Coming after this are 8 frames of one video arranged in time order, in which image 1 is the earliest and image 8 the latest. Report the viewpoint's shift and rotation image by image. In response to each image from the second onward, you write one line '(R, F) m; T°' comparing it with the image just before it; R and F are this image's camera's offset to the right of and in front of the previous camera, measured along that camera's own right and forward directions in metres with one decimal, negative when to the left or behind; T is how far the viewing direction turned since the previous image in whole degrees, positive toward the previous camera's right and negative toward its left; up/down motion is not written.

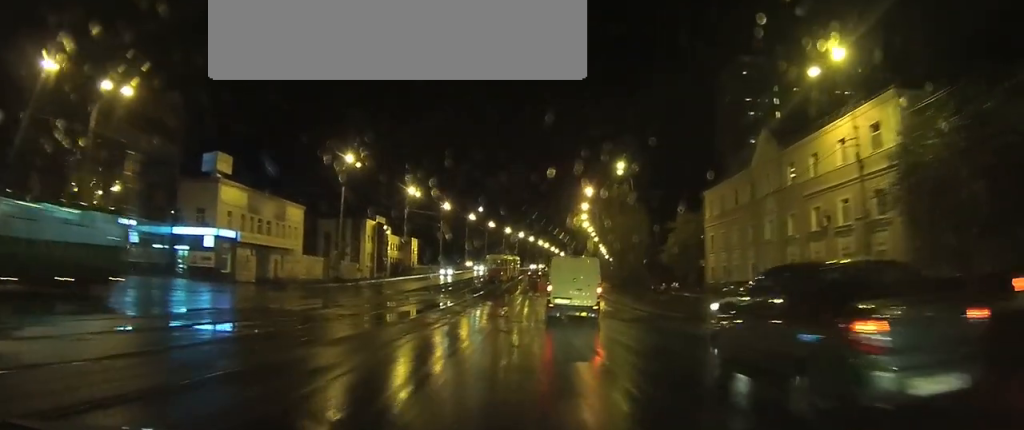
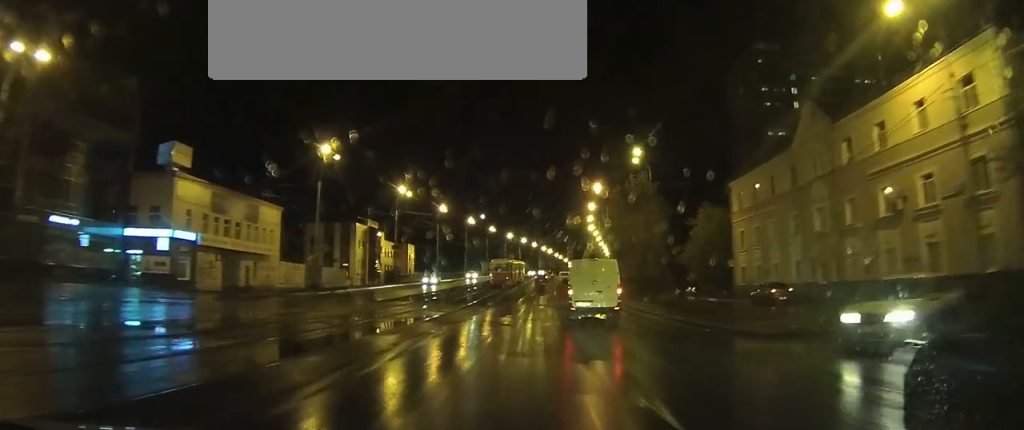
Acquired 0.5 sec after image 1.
(0.0, +9.5) m; 0°
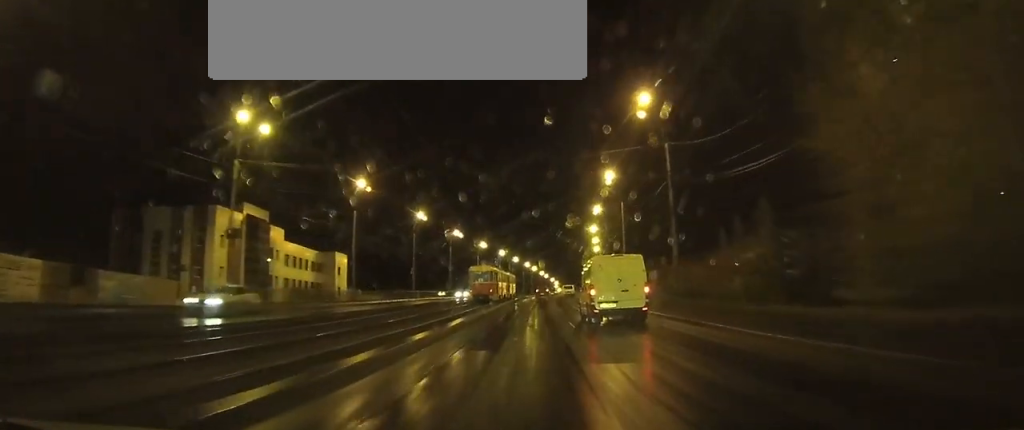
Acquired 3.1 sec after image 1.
(+0.3, +45.5) m; +1°
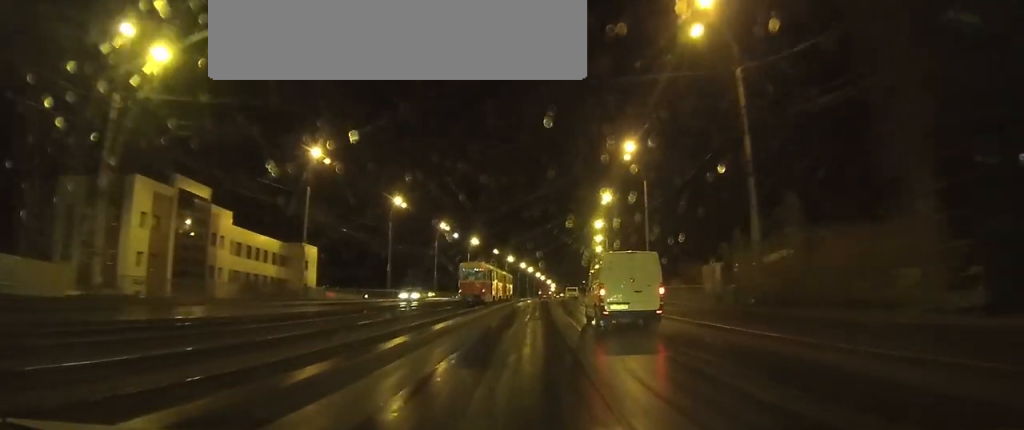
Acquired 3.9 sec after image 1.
(0.0, +13.9) m; +1°
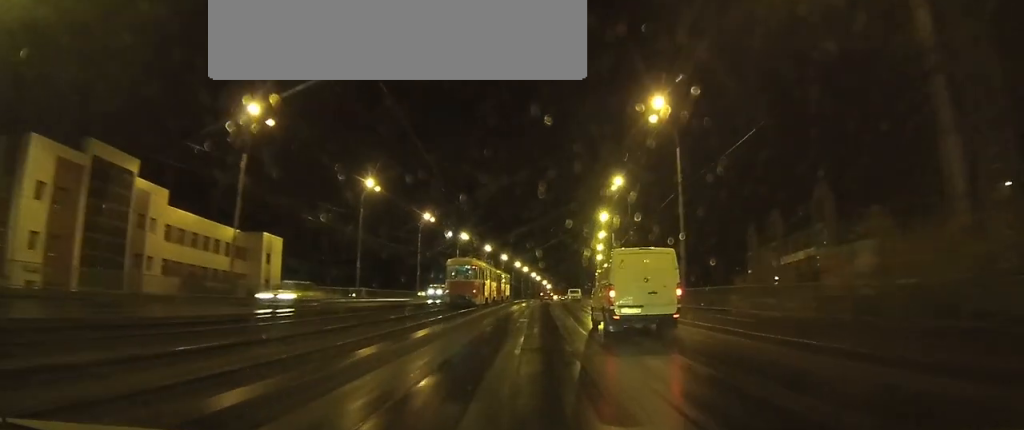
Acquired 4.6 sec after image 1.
(+0.1, +12.1) m; +1°
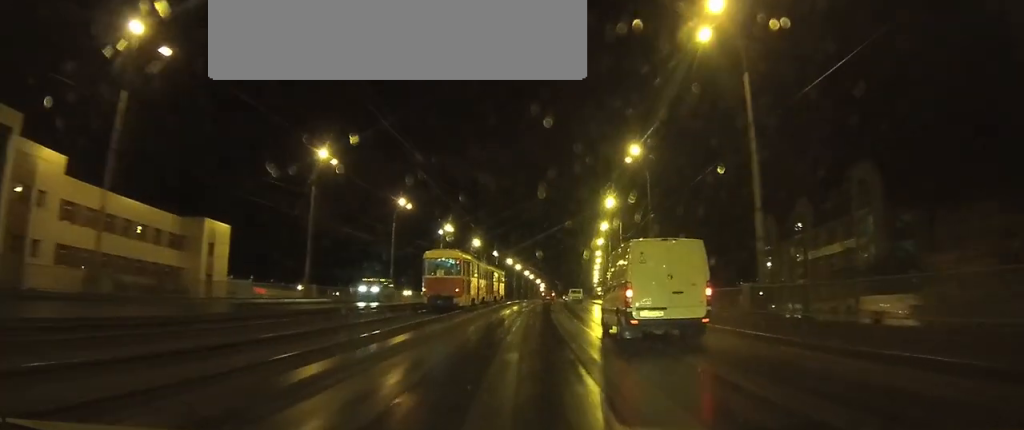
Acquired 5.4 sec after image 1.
(+0.1, +13.3) m; +1°
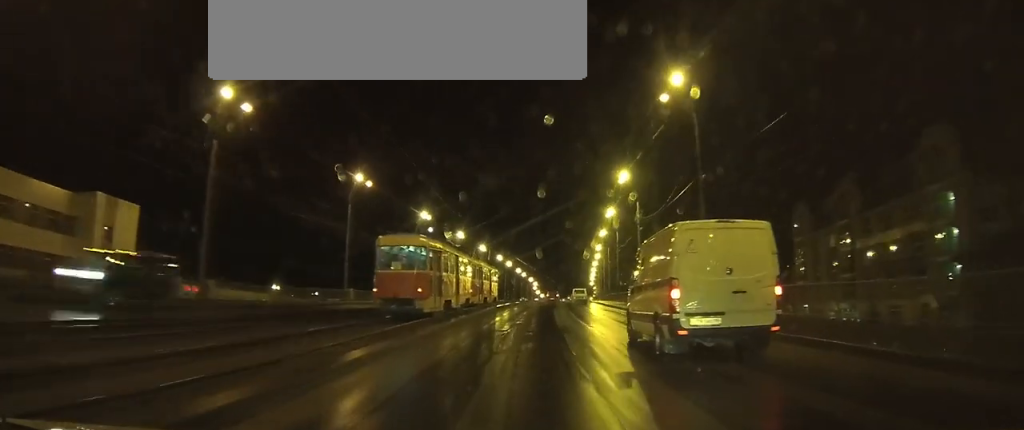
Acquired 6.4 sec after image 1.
(0.0, +16.7) m; 0°
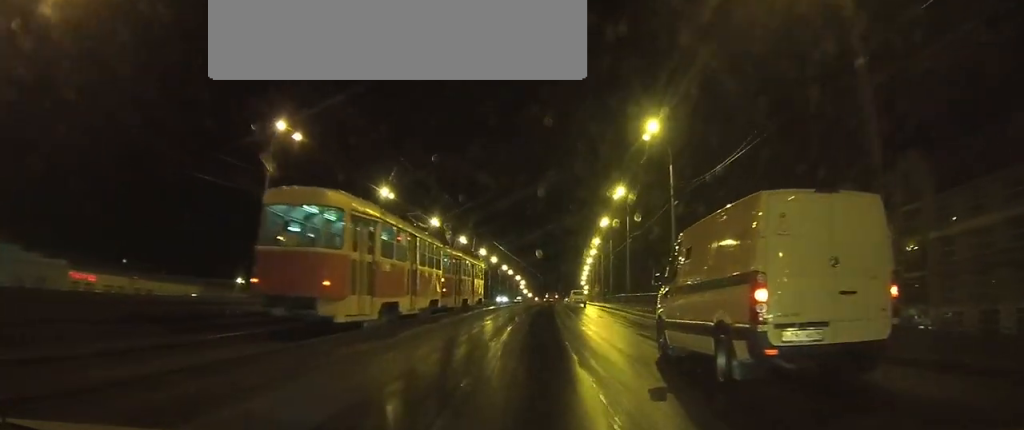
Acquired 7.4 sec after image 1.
(0.0, +18.3) m; +1°
